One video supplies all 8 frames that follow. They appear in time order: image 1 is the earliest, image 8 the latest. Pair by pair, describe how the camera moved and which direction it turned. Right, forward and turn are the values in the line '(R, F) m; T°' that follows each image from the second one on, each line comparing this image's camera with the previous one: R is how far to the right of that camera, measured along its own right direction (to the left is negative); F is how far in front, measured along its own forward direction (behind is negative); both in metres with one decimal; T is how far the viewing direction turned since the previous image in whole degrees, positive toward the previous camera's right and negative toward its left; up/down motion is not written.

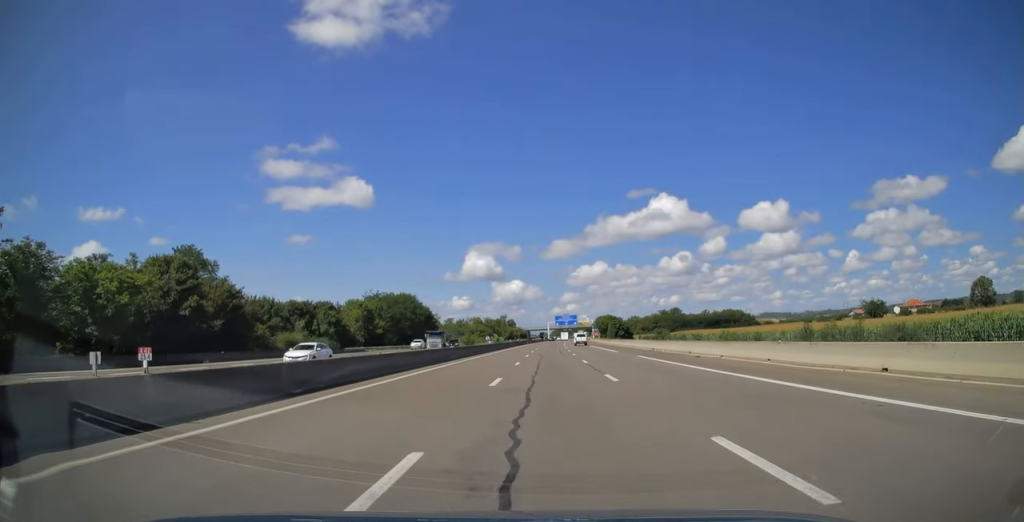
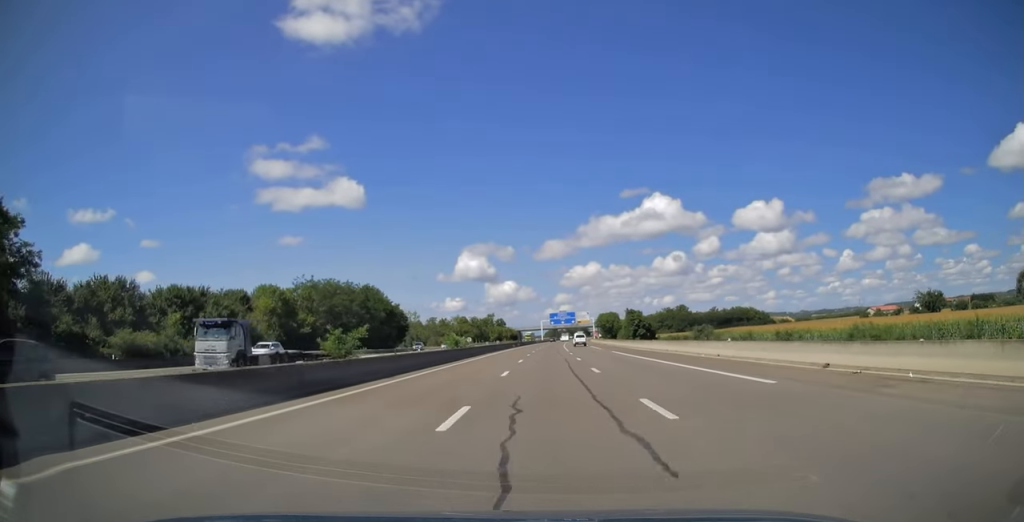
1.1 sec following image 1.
(+0.4, +34.3) m; +1°
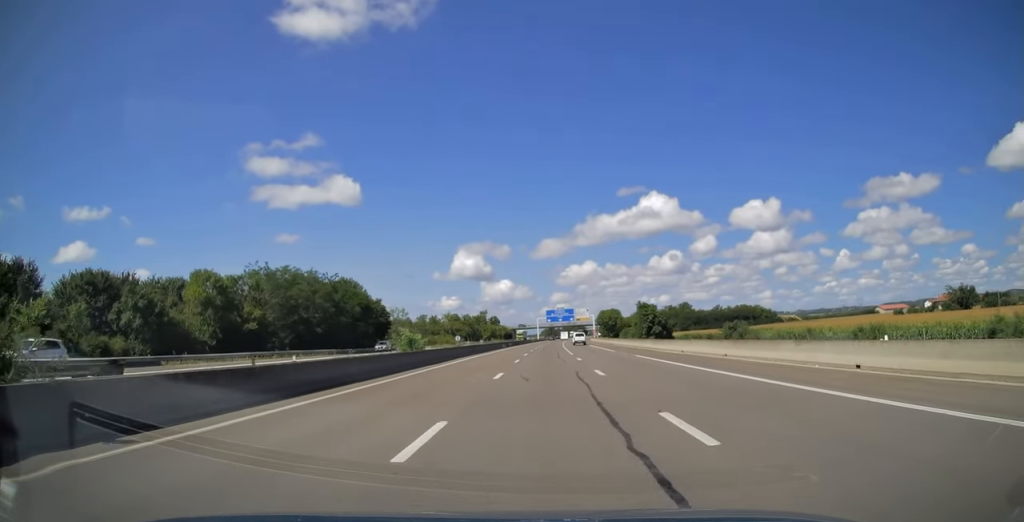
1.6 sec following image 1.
(0.0, +15.6) m; 0°
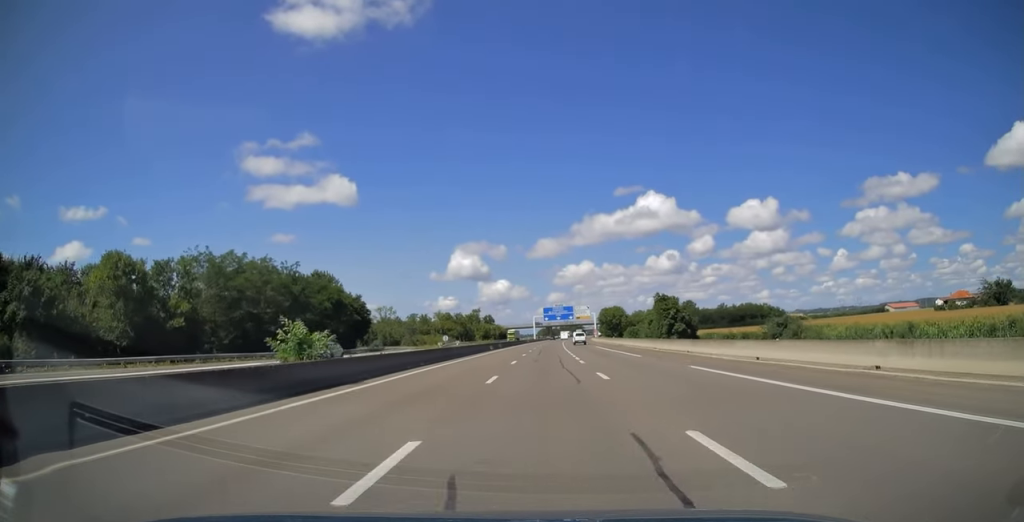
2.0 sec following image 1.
(-0.1, +15.0) m; 0°
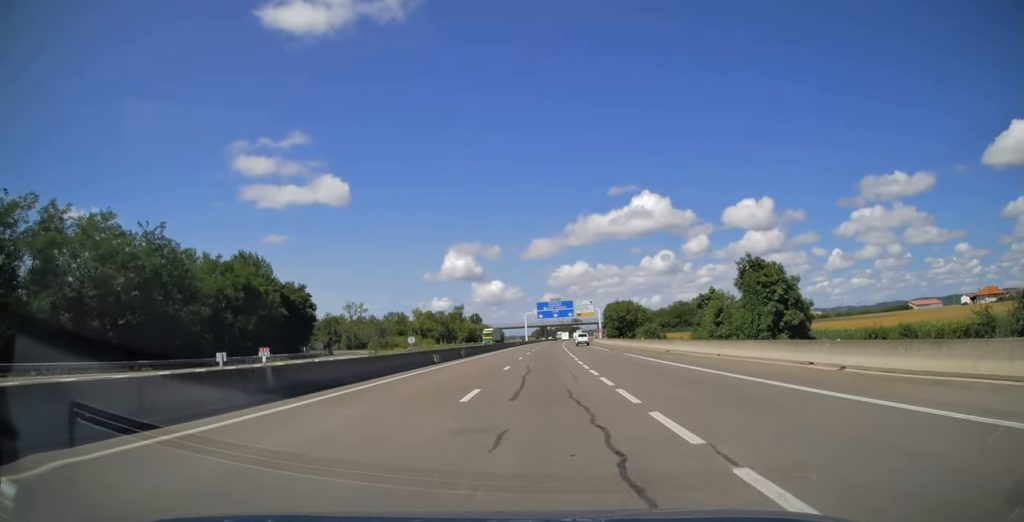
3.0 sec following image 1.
(+0.3, +31.0) m; +1°
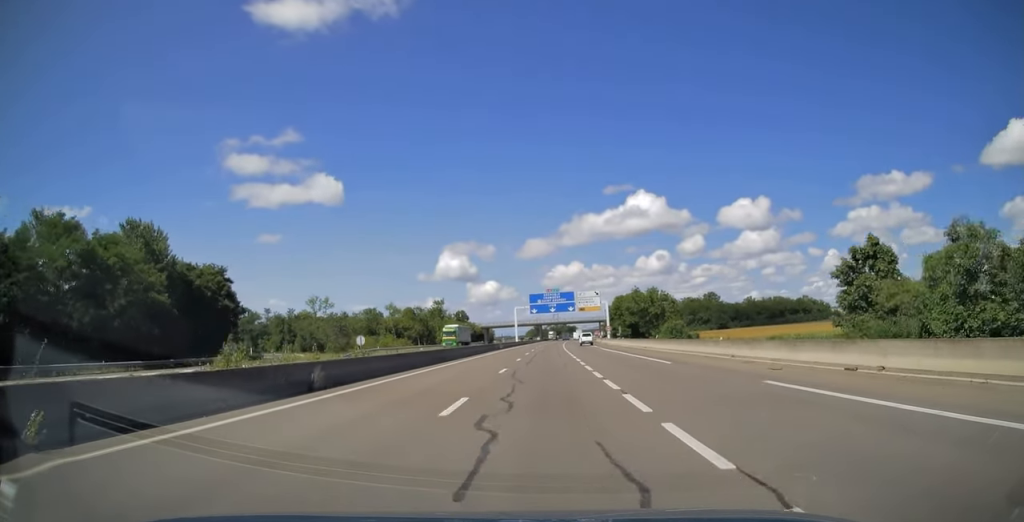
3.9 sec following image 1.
(+0.1, +28.4) m; 0°
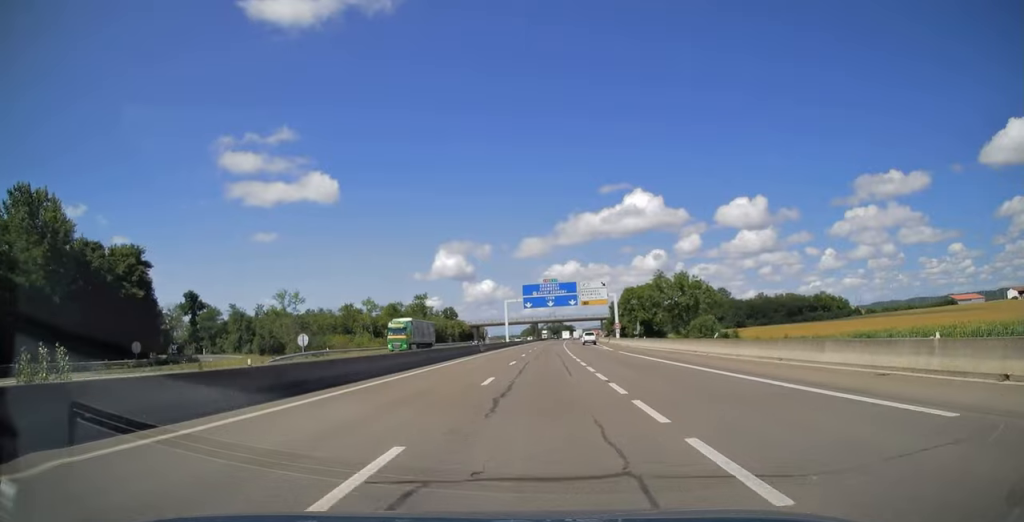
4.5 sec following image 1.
(0.0, +19.3) m; 0°
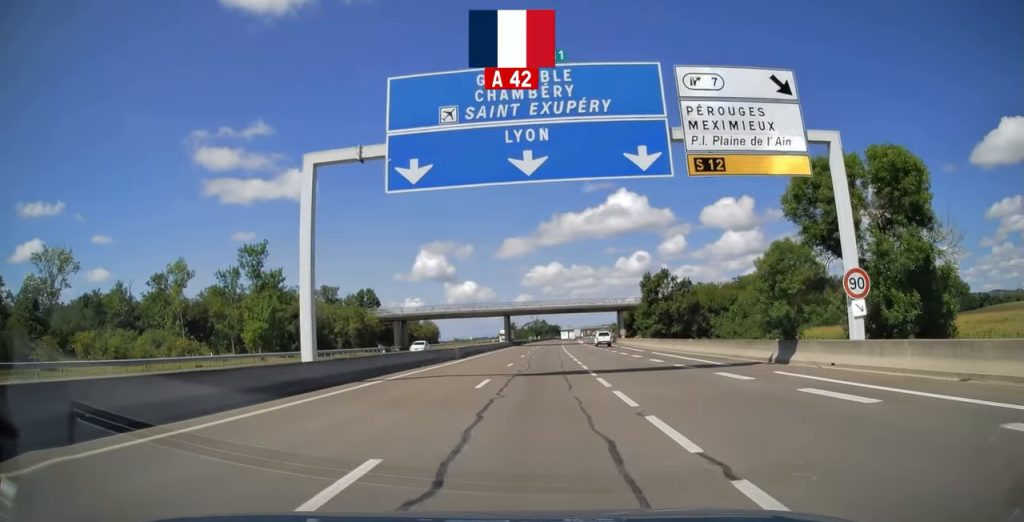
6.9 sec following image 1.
(+0.8, +79.3) m; +2°
